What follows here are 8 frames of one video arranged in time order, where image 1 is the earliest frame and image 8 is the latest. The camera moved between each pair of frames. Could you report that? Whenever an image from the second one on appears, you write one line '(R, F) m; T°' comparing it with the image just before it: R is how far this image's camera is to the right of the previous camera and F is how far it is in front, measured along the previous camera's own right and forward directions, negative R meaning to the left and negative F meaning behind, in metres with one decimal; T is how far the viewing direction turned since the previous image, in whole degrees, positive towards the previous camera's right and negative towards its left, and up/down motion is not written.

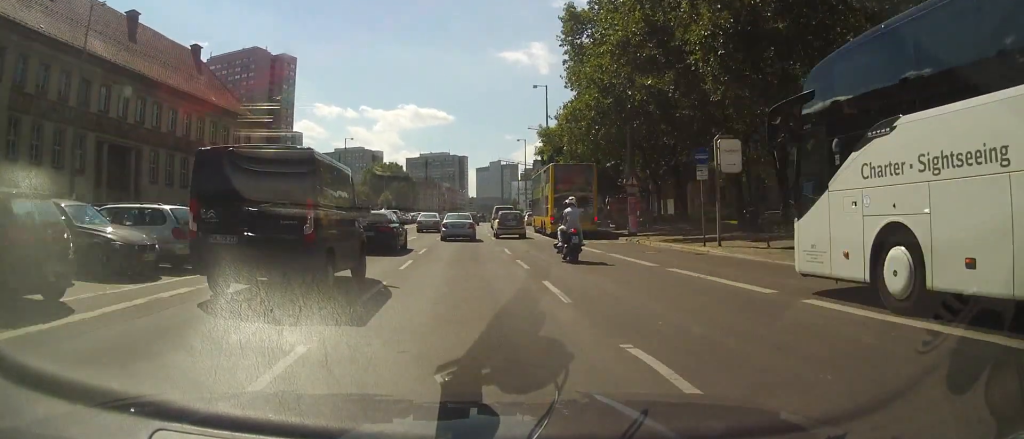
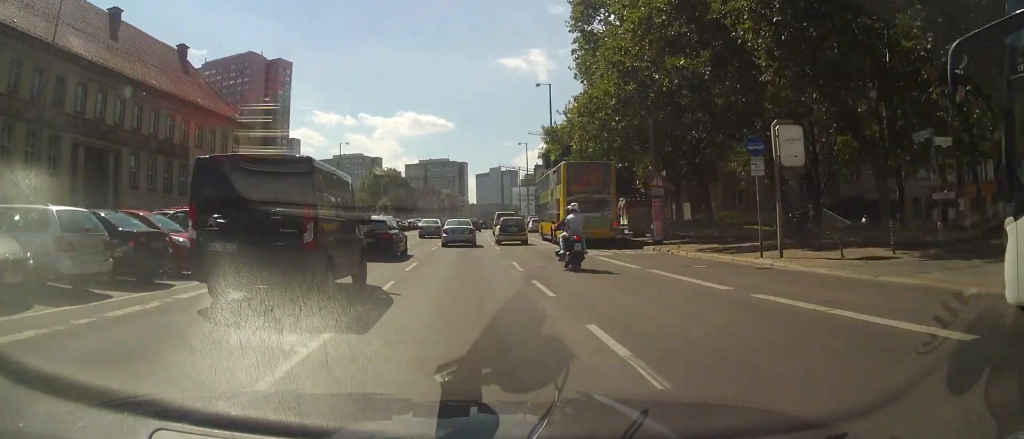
(0.0, +4.3) m; 0°
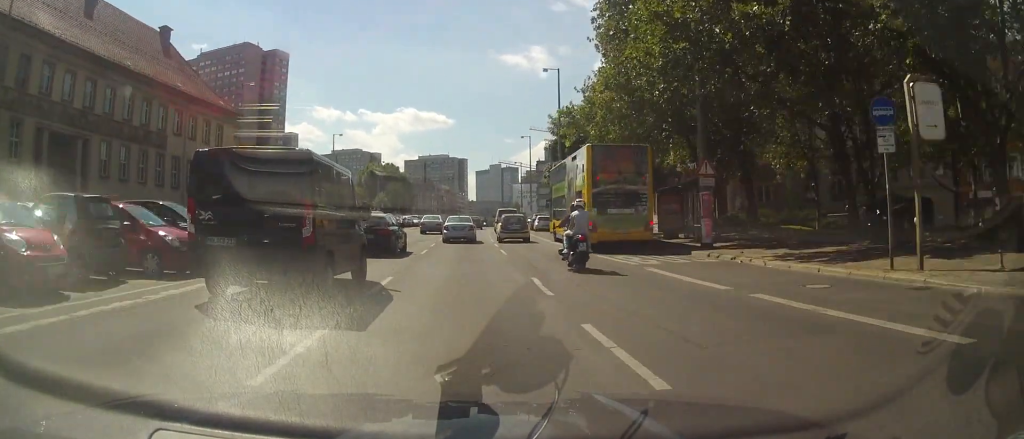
(-0.2, +6.0) m; 0°
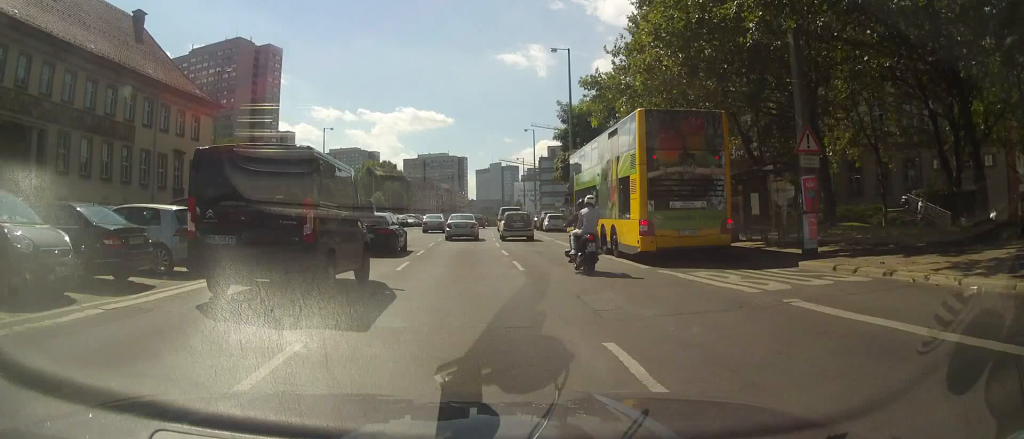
(0.0, +7.2) m; 0°
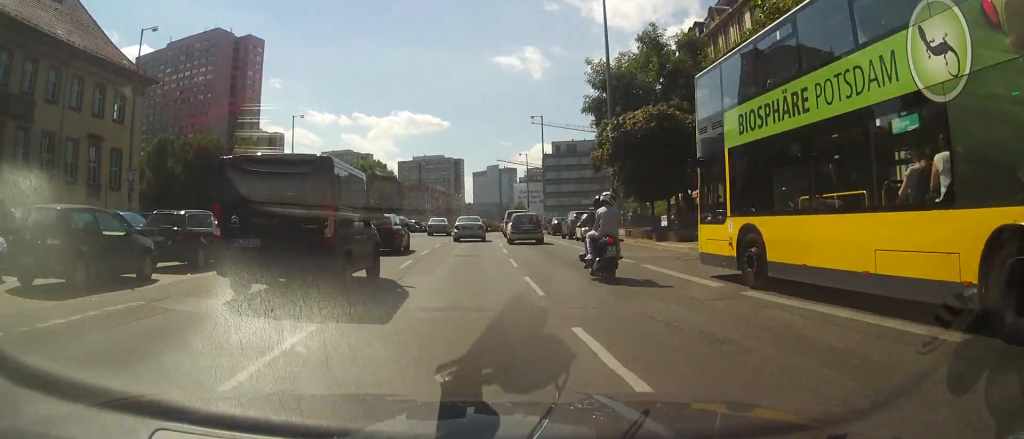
(0.0, +16.8) m; 0°
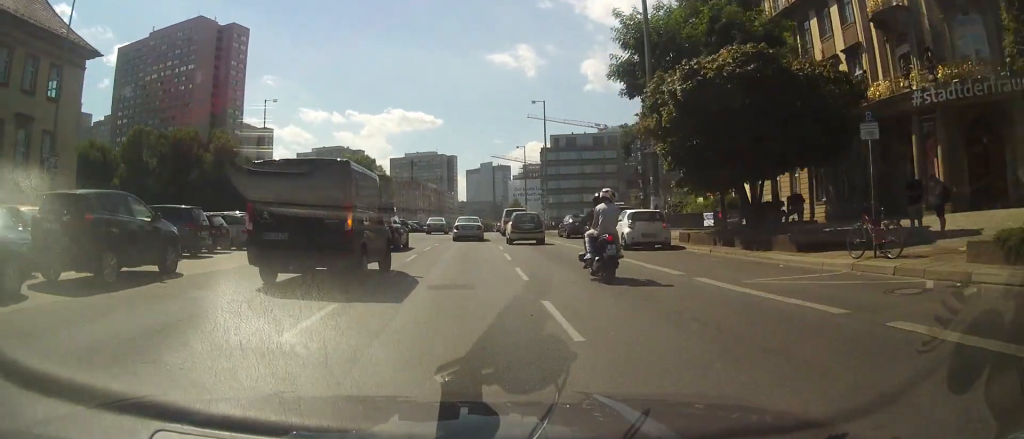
(+0.1, +10.1) m; +1°
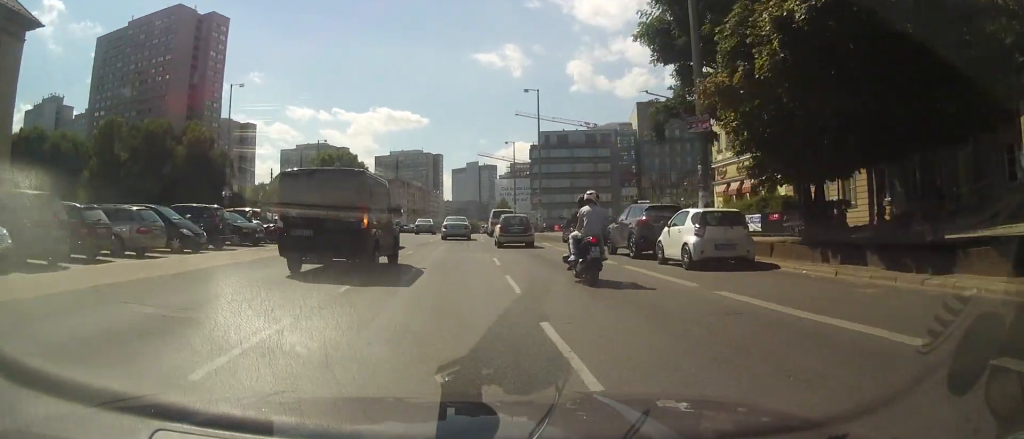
(+0.1, +8.0) m; +1°
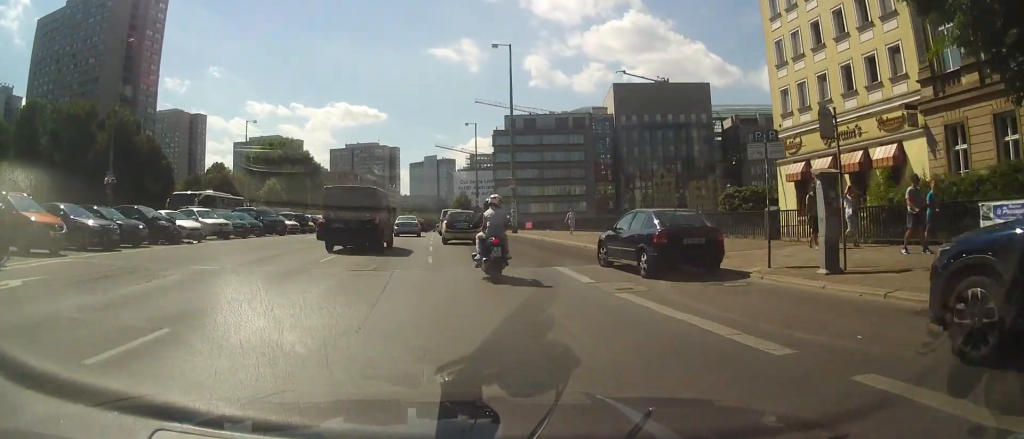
(+0.5, +18.5) m; +3°
